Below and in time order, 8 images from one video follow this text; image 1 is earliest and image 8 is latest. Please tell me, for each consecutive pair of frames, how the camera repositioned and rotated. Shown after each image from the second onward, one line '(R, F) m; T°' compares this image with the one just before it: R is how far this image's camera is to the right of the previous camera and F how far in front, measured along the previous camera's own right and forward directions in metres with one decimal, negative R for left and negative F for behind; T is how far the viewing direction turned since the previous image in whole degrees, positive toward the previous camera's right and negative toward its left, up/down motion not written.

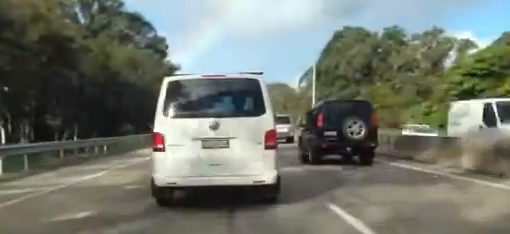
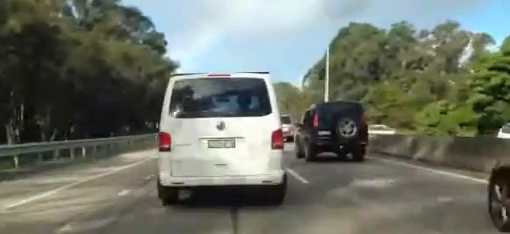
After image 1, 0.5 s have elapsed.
(0.0, +5.0) m; -1°
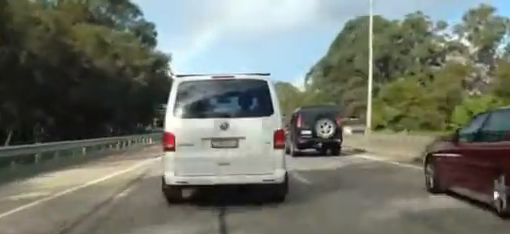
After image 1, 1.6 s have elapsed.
(-0.2, +11.5) m; 0°
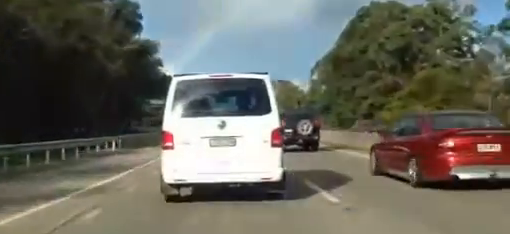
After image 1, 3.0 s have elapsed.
(+0.5, +14.5) m; +4°
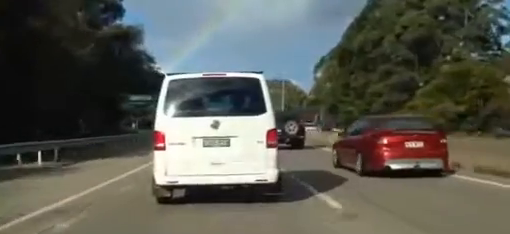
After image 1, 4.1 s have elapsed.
(0.0, +12.1) m; -1°
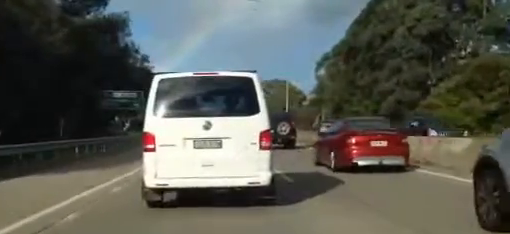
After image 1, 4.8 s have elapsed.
(-0.1, +8.0) m; 0°
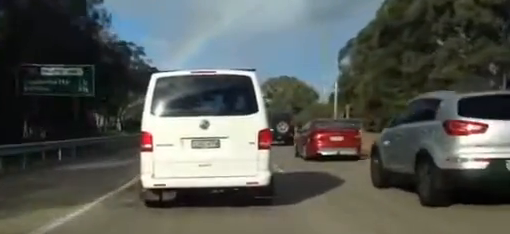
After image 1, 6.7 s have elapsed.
(+0.2, +22.5) m; +1°
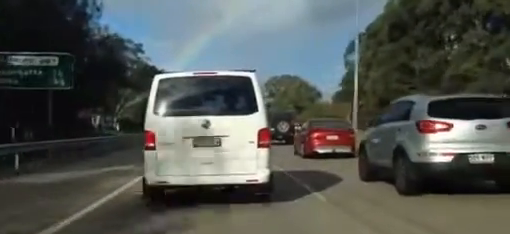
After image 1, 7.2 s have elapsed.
(0.0, +5.0) m; 0°
